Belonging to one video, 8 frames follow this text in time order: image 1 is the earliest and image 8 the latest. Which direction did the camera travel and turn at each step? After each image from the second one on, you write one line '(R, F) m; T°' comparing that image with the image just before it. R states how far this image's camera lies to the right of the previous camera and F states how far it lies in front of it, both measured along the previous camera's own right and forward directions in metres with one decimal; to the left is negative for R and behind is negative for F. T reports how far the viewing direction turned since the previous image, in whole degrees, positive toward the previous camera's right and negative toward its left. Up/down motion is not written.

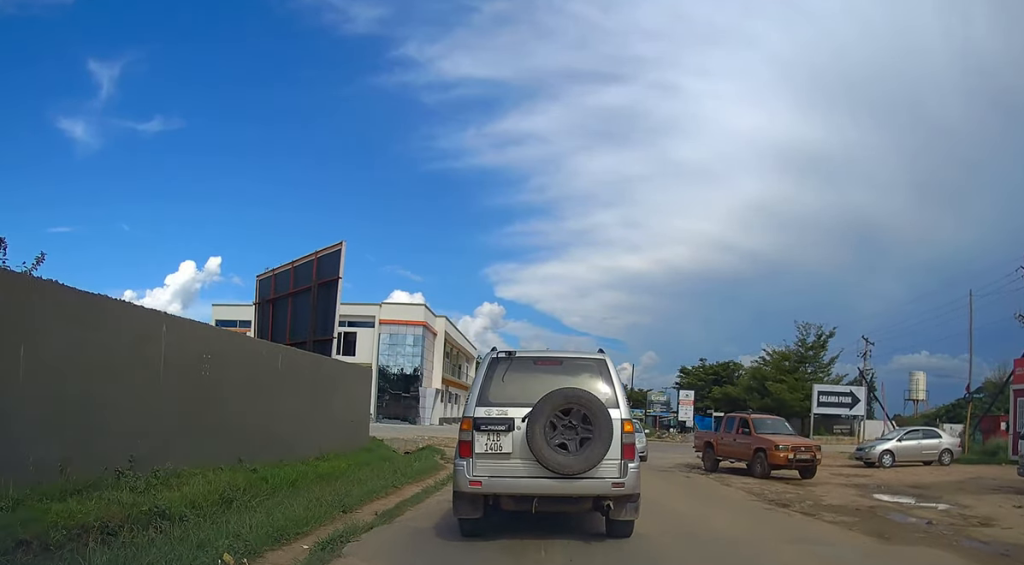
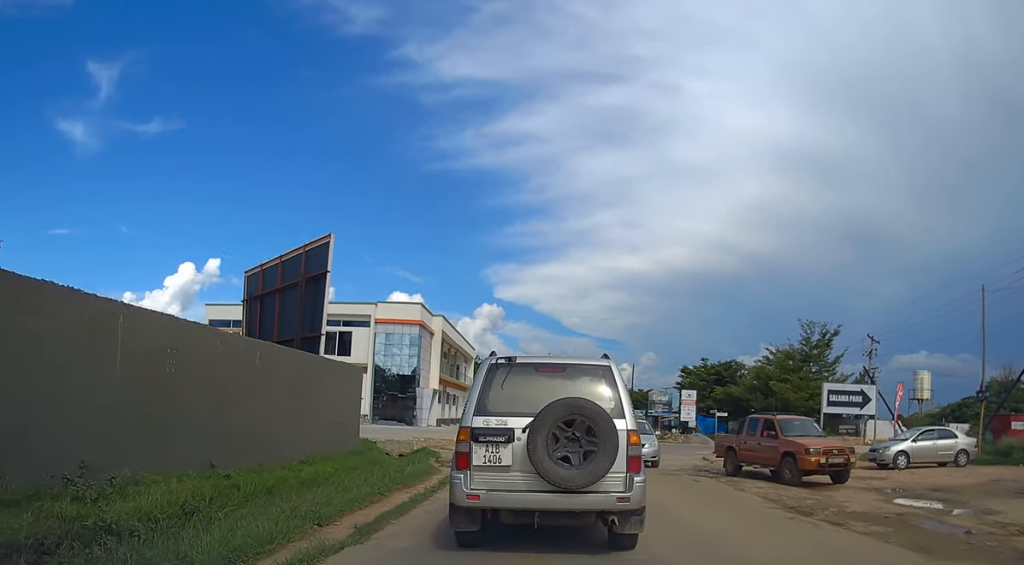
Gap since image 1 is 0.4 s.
(0.0, +1.1) m; +1°
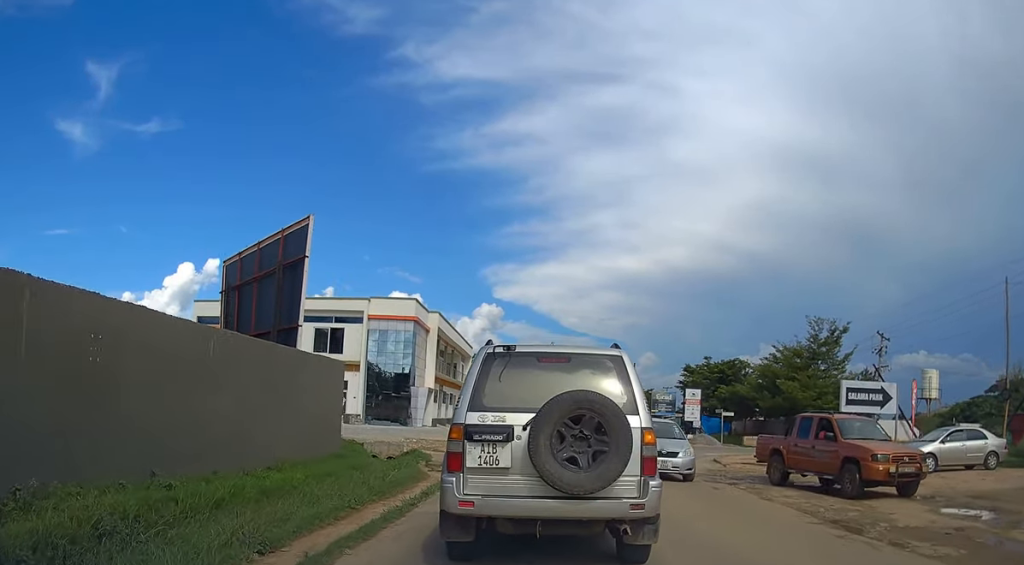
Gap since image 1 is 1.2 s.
(0.0, +1.8) m; -1°
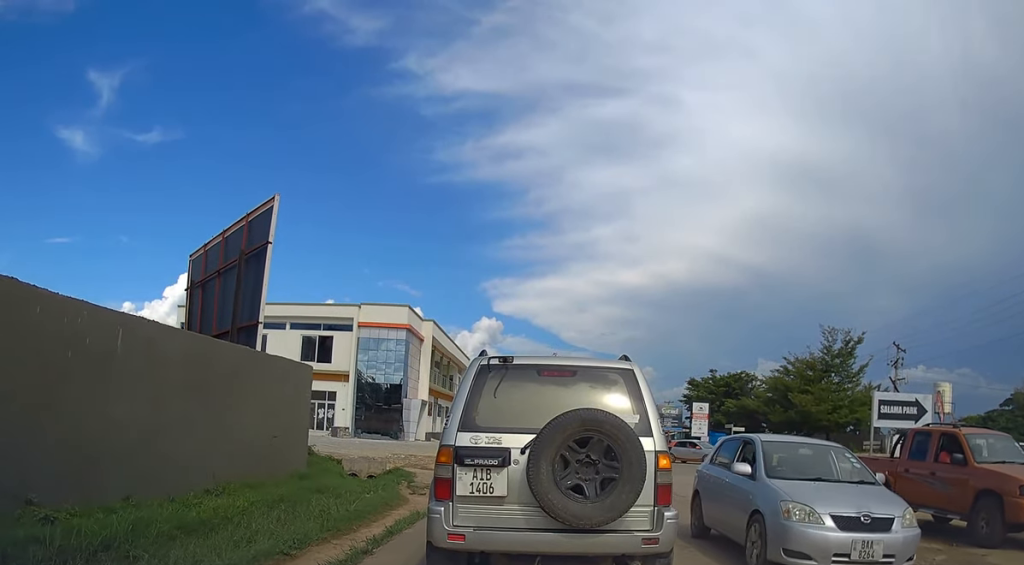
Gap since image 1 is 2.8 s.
(-0.2, +3.1) m; -4°
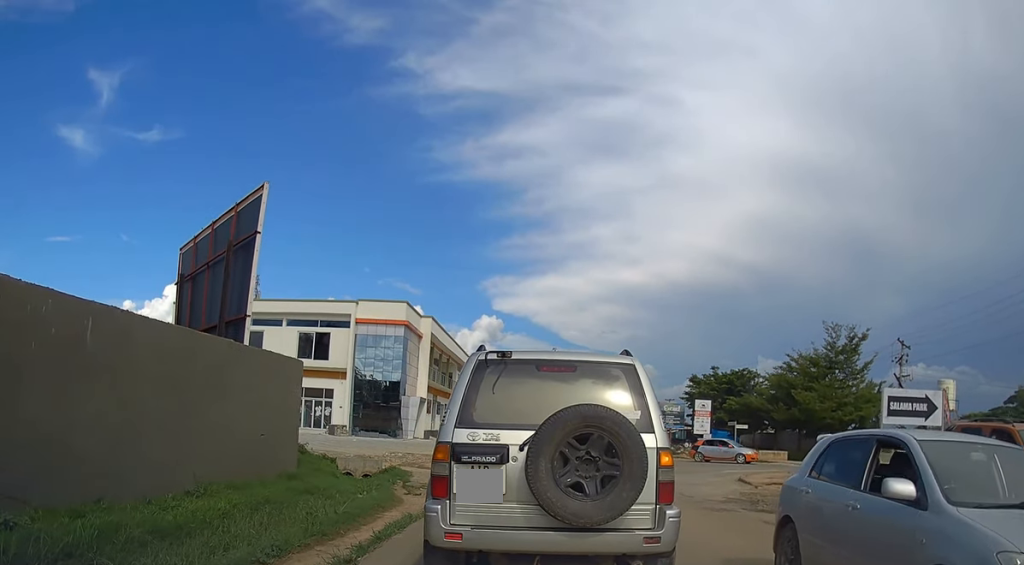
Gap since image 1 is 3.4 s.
(+0.1, +0.8) m; 0°
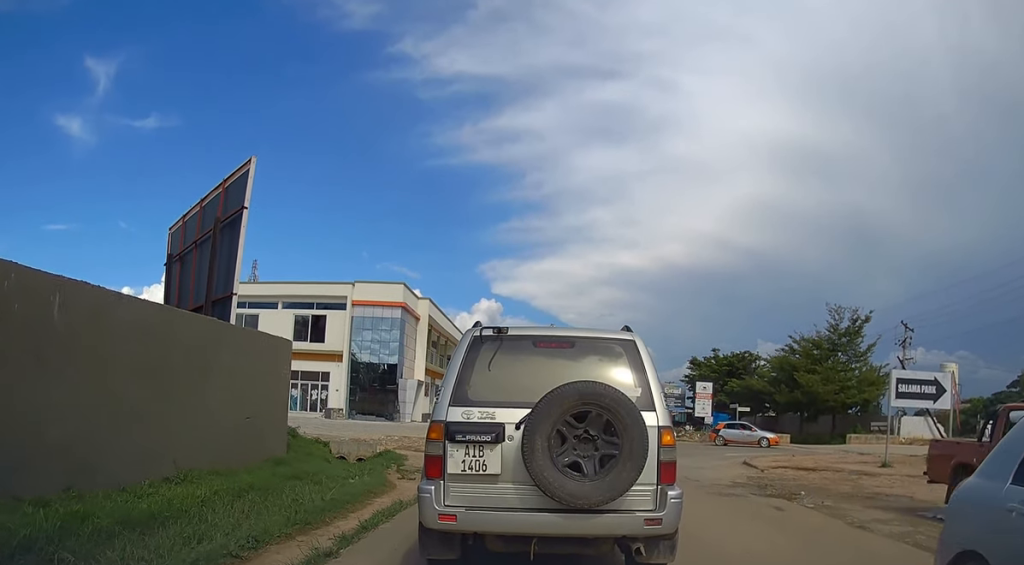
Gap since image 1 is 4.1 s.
(0.0, +0.6) m; 0°
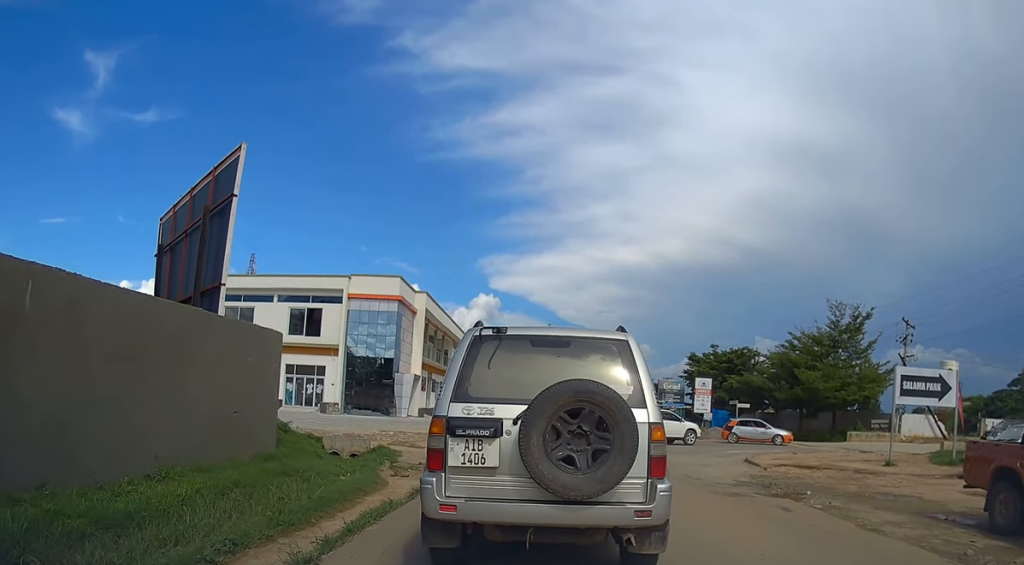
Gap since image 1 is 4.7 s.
(0.0, +0.6) m; 0°
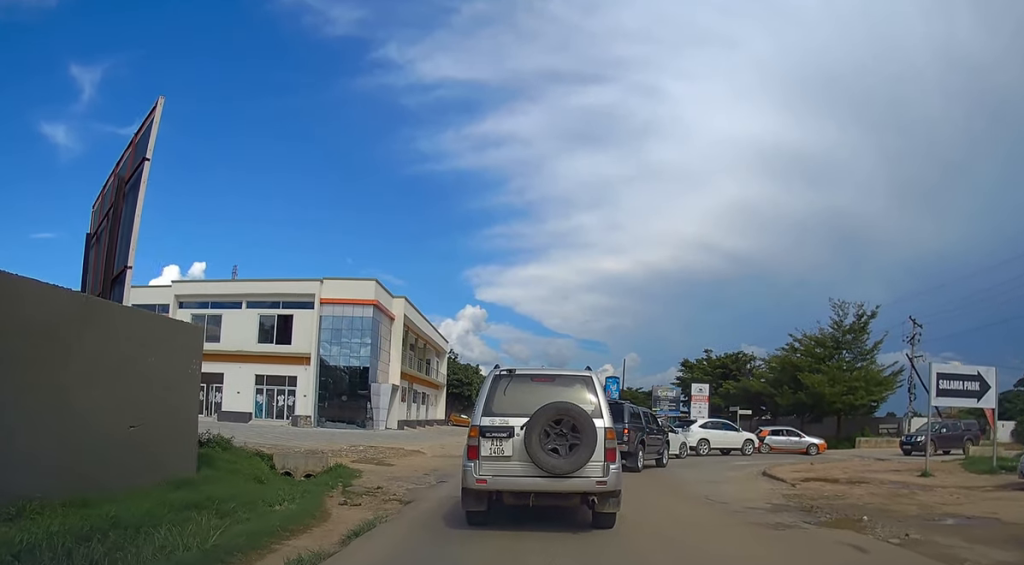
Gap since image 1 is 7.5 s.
(+0.2, +2.8) m; +4°
